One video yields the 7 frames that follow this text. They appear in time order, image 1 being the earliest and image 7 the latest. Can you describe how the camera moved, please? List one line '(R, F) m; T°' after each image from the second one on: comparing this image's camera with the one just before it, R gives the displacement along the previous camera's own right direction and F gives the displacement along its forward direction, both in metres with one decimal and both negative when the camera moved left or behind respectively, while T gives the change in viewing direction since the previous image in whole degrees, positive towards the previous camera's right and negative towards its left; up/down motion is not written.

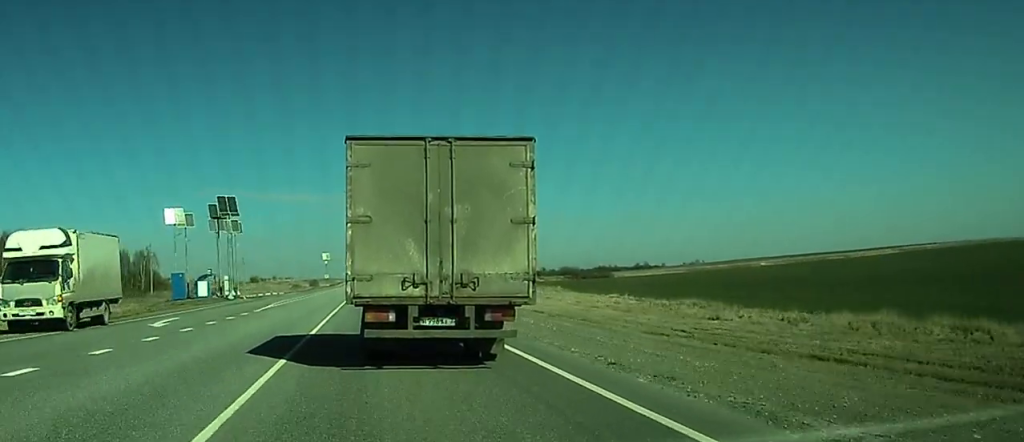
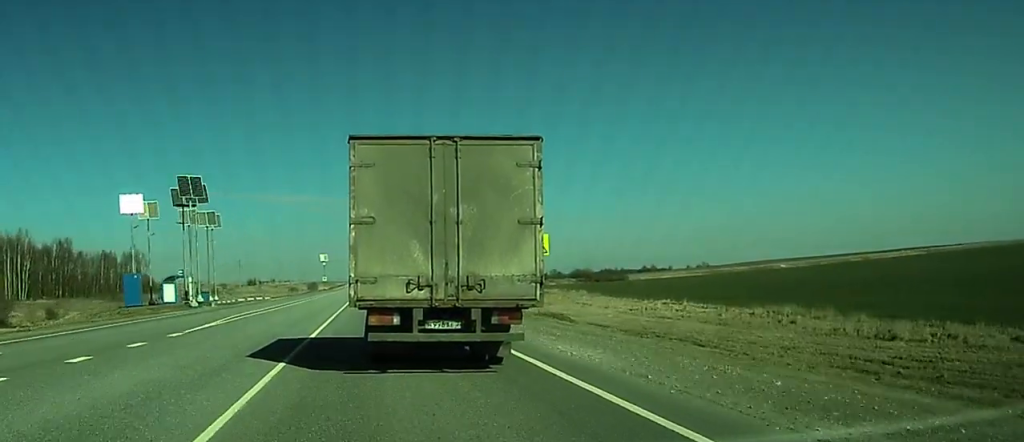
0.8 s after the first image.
(0.0, +17.4) m; 0°
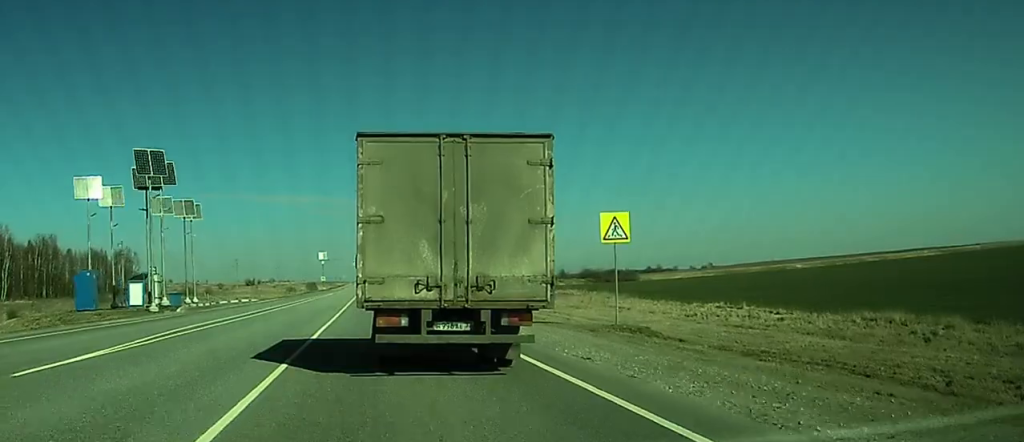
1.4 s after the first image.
(-0.1, +12.4) m; 0°
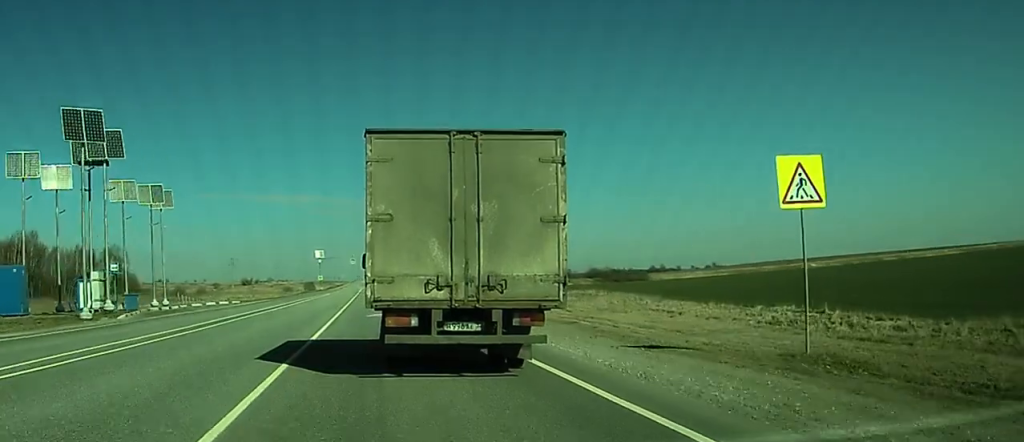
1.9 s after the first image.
(+0.2, +12.4) m; 0°
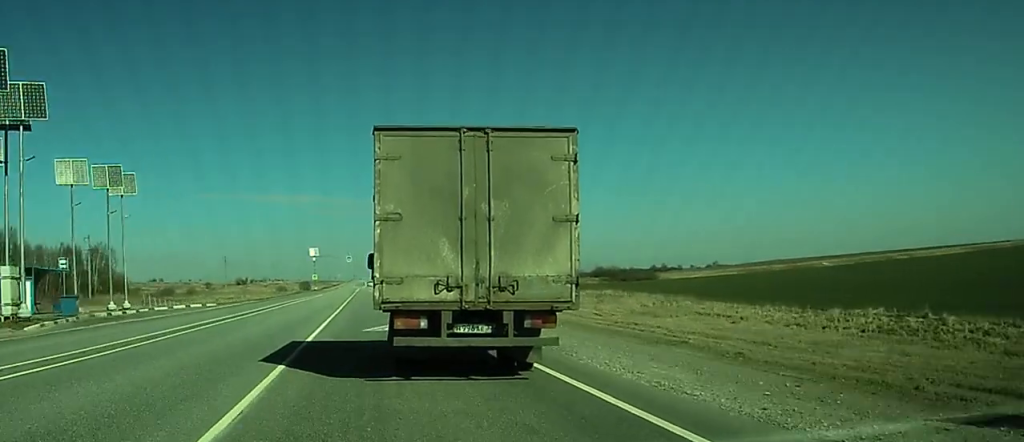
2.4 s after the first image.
(+0.1, +11.0) m; 0°
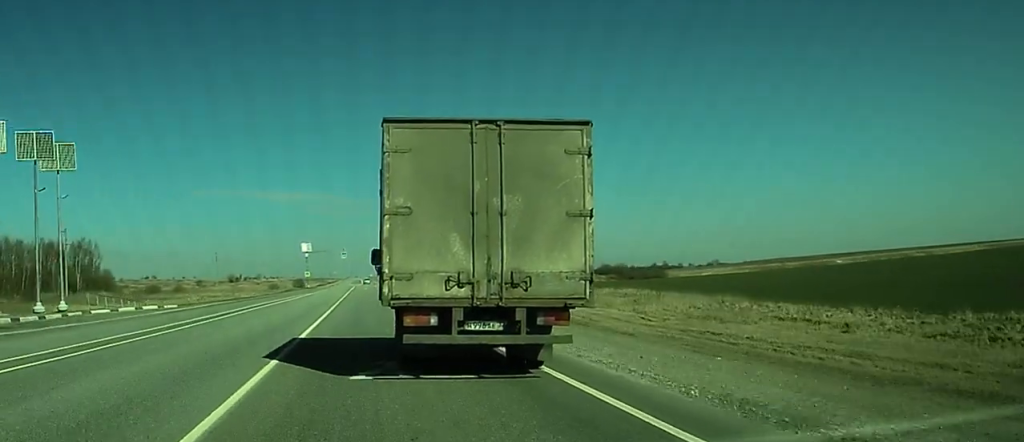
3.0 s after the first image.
(-0.1, +12.5) m; 0°
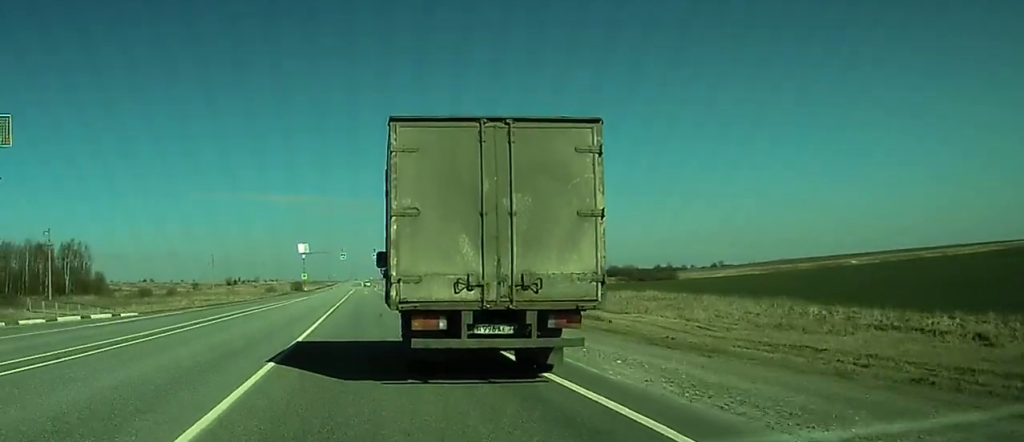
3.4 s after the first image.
(0.0, +9.6) m; 0°
